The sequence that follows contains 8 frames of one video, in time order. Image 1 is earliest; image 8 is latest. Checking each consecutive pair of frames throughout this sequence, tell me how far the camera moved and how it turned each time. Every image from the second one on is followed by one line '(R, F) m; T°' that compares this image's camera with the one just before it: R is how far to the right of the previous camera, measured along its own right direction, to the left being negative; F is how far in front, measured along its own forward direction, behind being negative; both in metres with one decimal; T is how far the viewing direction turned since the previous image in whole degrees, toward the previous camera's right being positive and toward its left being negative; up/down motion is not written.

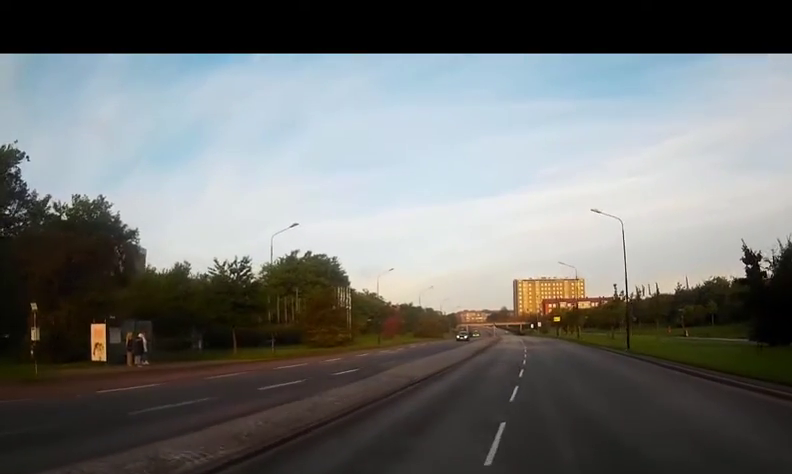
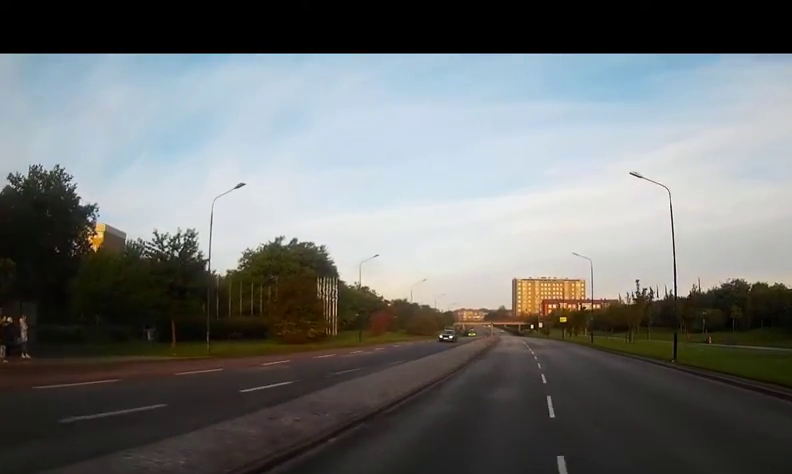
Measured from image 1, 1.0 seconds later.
(+0.1, +8.6) m; 0°
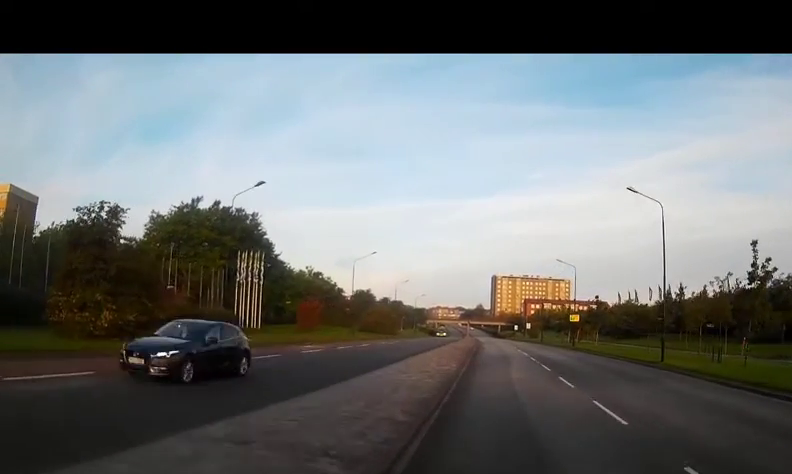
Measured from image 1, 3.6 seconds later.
(+0.5, +25.1) m; +3°
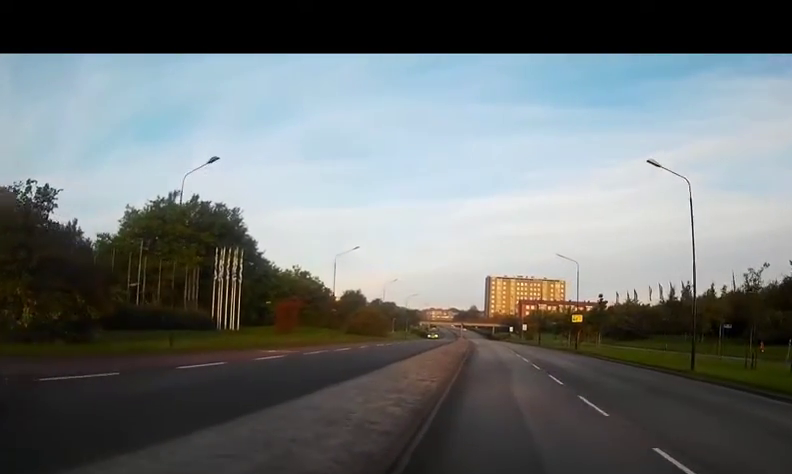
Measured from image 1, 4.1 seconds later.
(0.0, +5.1) m; +1°
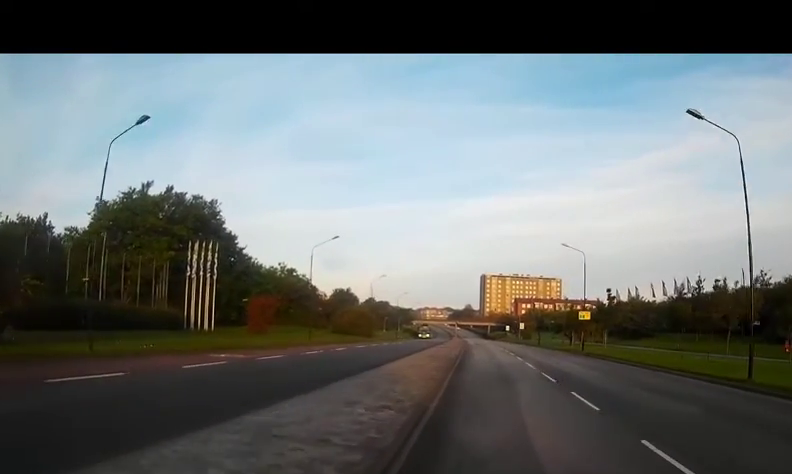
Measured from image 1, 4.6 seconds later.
(0.0, +5.2) m; +1°
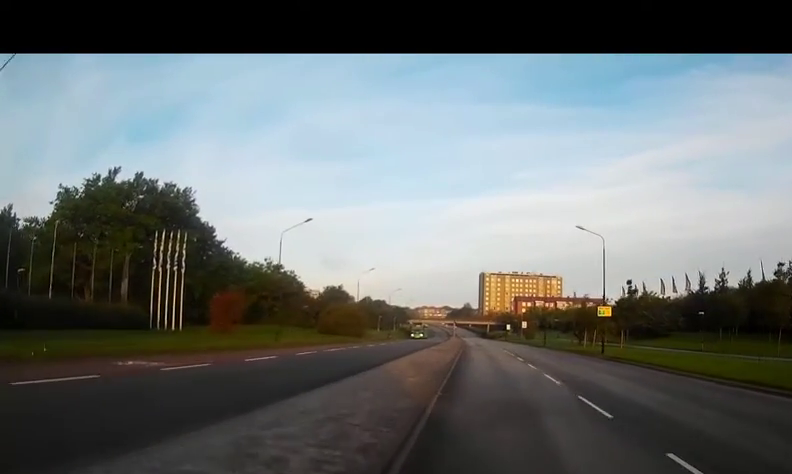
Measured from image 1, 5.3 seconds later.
(+0.2, +7.1) m; 0°
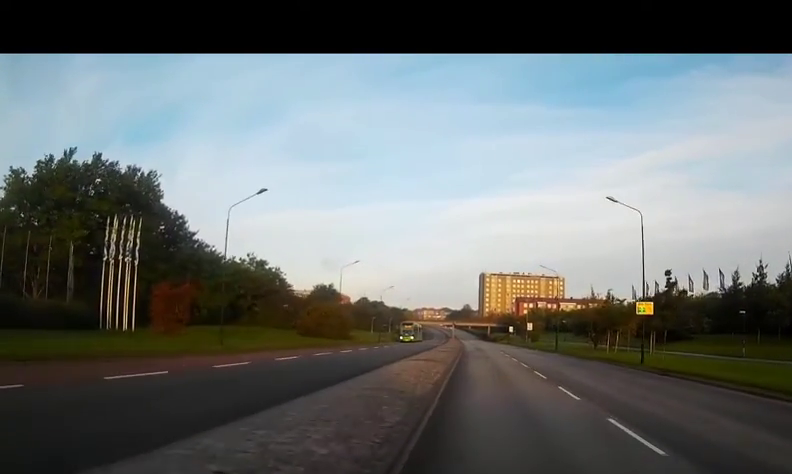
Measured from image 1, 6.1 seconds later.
(-0.2, +9.0) m; 0°
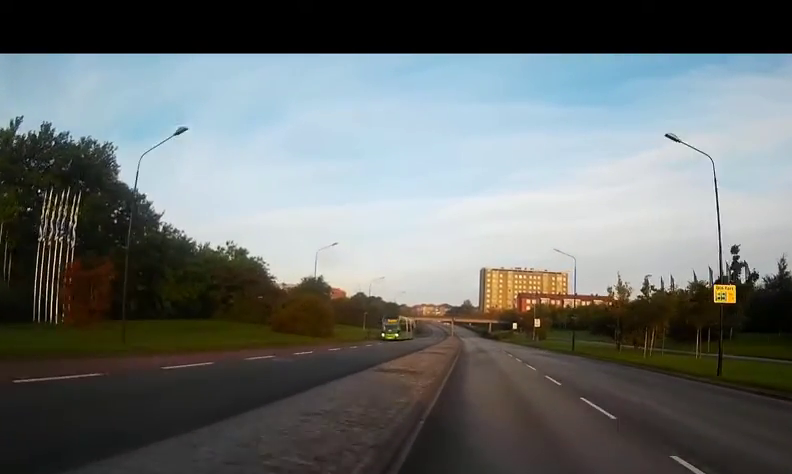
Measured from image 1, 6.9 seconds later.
(+0.1, +8.8) m; +1°
